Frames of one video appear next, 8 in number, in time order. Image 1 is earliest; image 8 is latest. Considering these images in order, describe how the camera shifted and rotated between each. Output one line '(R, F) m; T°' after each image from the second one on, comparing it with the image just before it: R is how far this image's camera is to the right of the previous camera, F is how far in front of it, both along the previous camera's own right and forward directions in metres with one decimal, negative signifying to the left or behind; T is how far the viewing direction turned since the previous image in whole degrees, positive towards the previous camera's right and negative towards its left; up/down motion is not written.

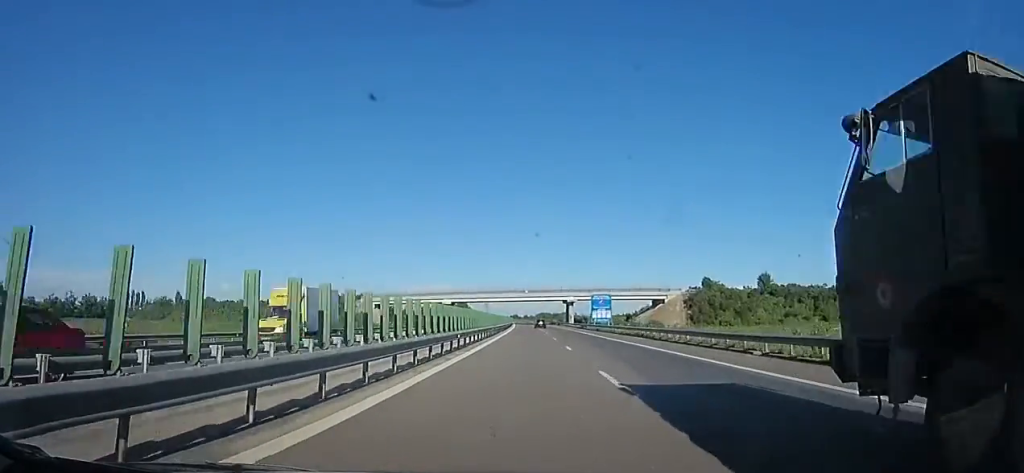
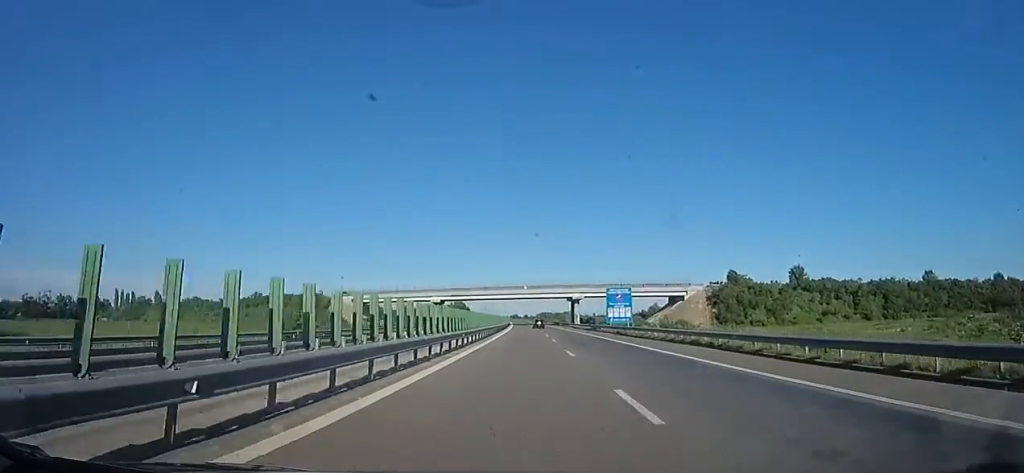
(-0.6, +15.2) m; 0°
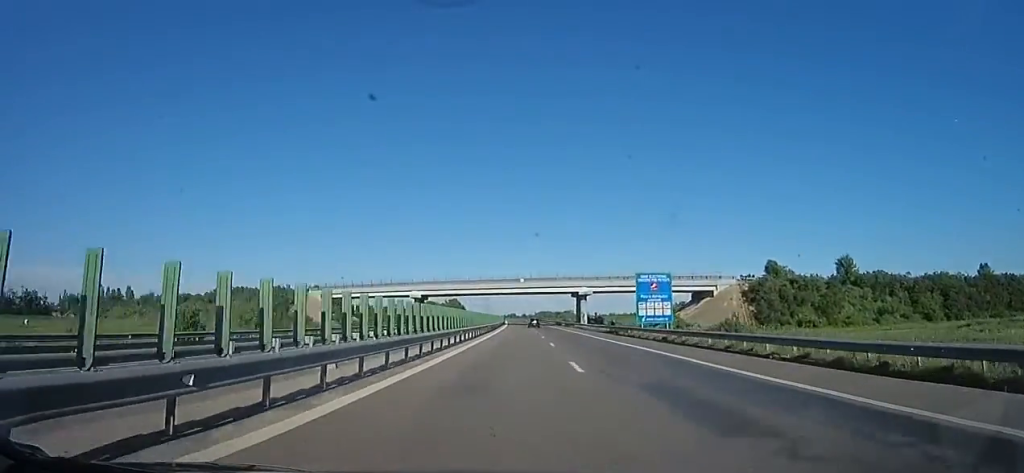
(+0.4, +17.7) m; 0°
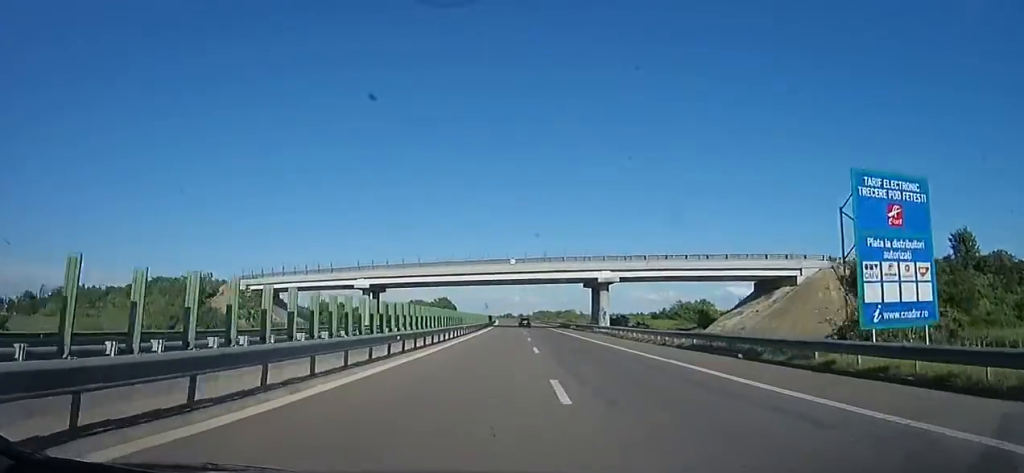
(+0.7, +28.5) m; 0°
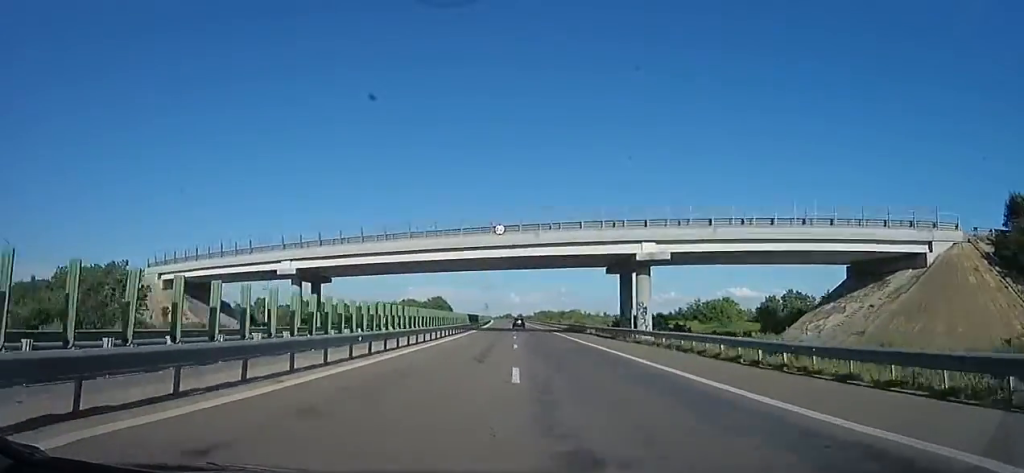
(-0.5, +21.1) m; -1°
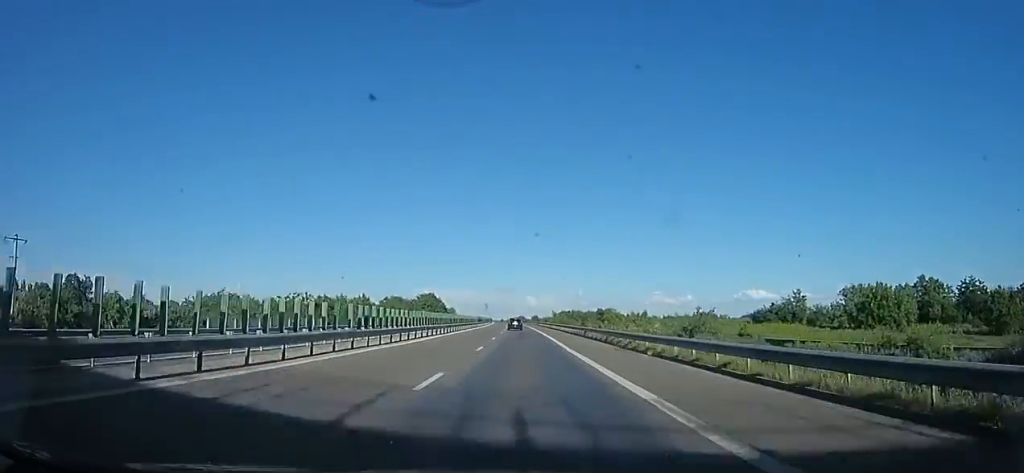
(+0.2, +61.5) m; +1°
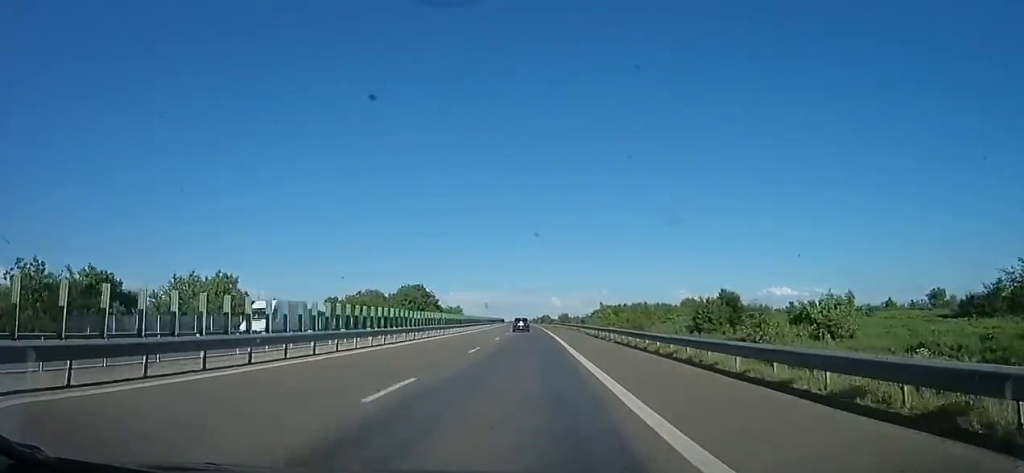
(-0.8, +61.8) m; -3°
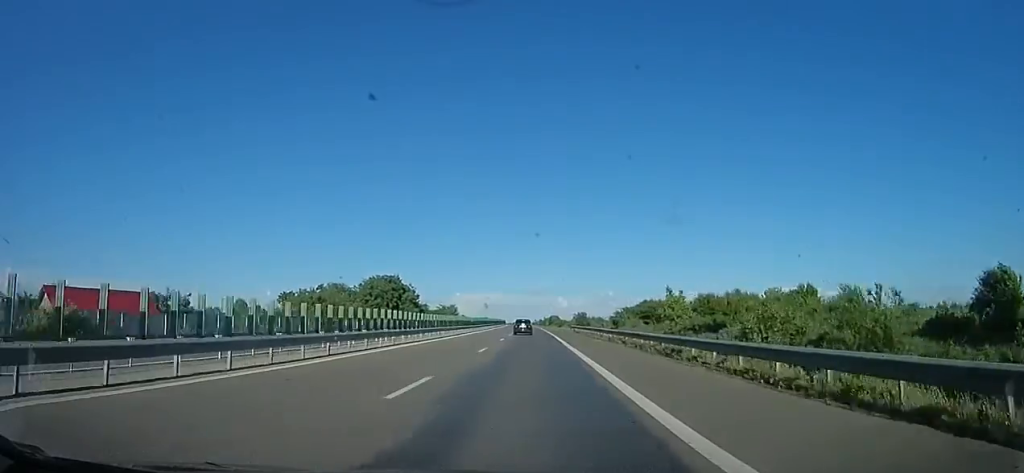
(-0.2, +35.6) m; -2°
